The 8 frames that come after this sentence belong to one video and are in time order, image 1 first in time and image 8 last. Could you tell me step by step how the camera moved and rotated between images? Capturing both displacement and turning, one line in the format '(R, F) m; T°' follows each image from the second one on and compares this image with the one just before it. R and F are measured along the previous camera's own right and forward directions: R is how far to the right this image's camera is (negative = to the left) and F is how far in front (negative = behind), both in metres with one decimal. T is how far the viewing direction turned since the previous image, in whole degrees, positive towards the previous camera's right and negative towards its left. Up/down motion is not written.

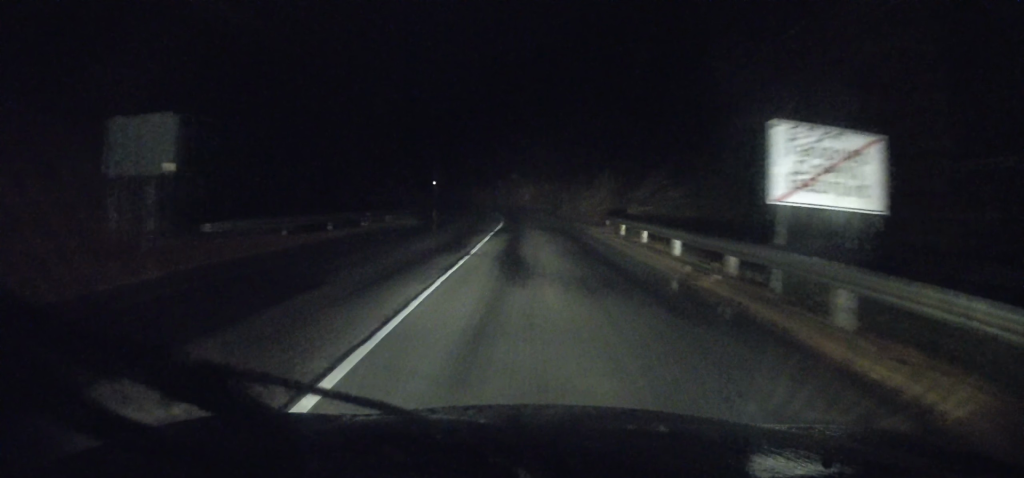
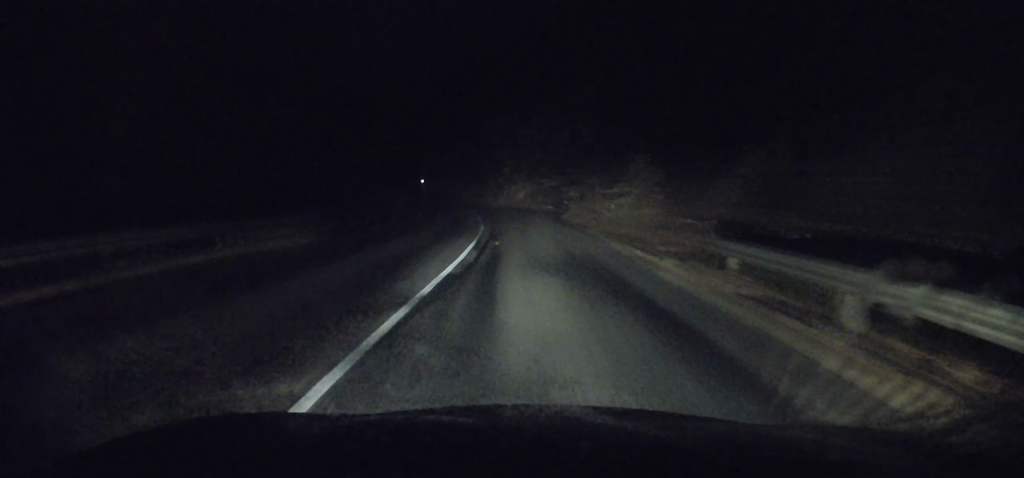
(+0.3, +16.3) m; -1°
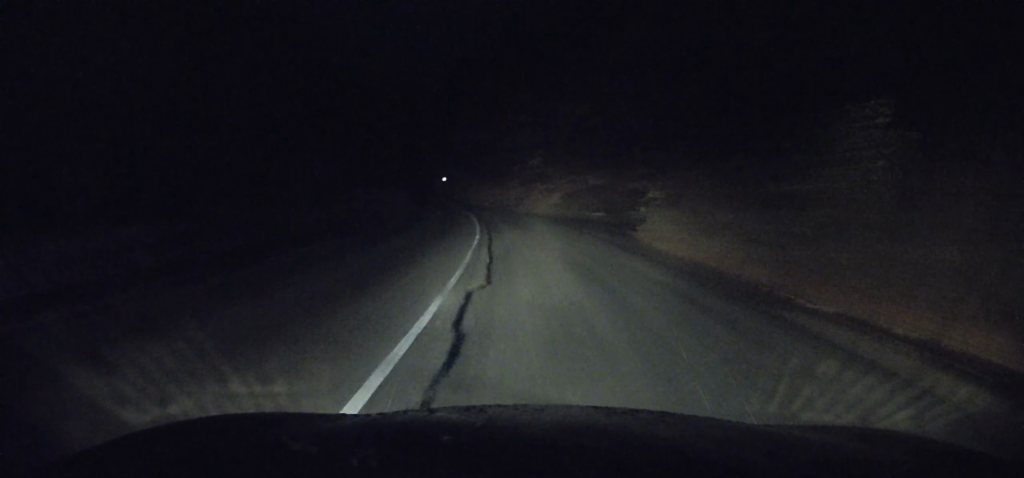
(-0.5, +18.8) m; -1°
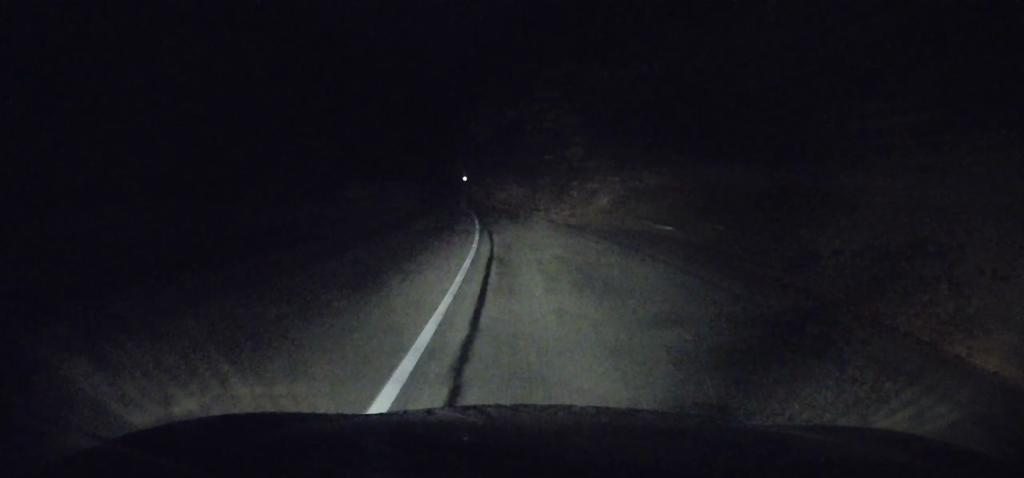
(+0.2, +13.8) m; -2°
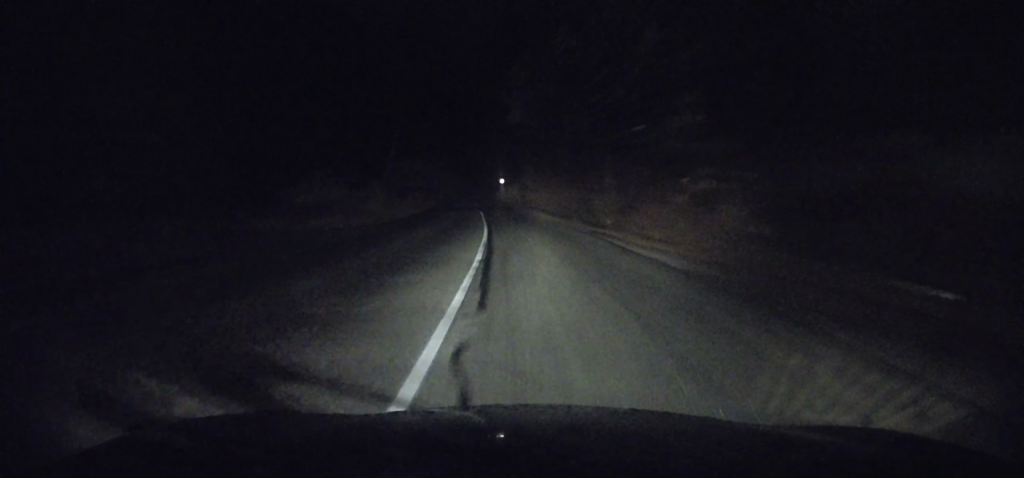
(-0.7, +18.5) m; -4°
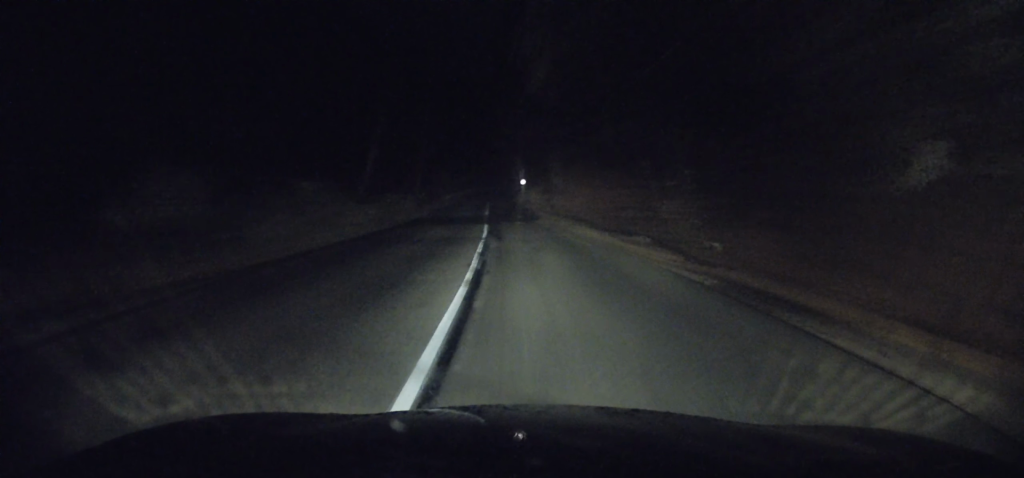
(-0.3, +14.5) m; -2°
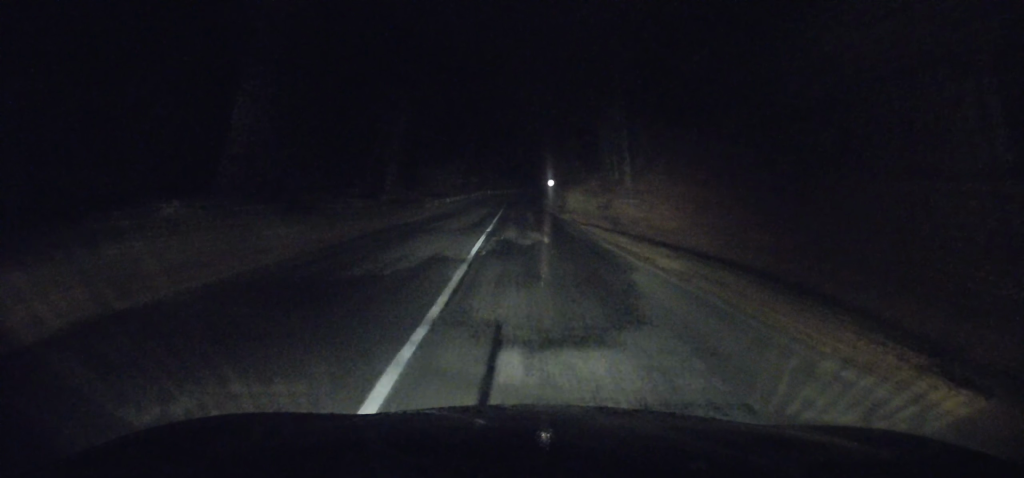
(-0.5, +23.7) m; -3°
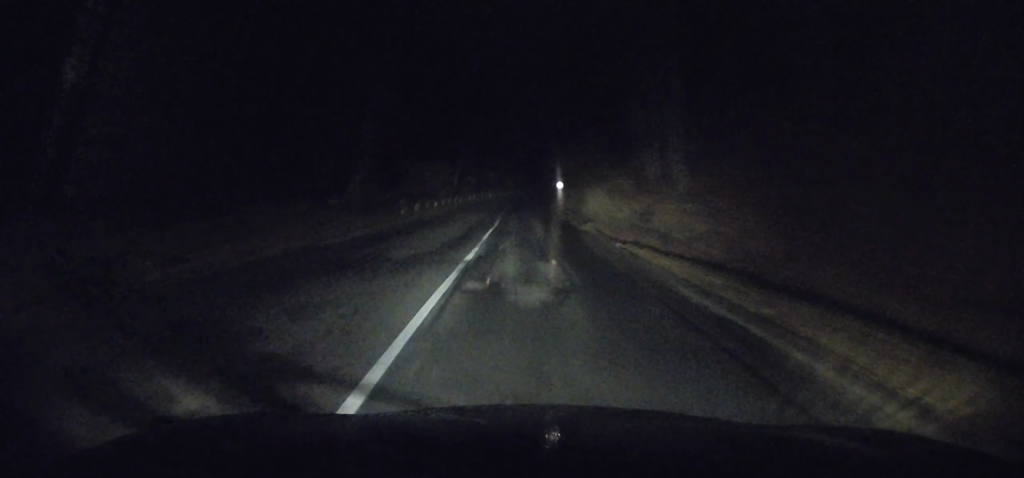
(-0.1, +8.7) m; -1°
